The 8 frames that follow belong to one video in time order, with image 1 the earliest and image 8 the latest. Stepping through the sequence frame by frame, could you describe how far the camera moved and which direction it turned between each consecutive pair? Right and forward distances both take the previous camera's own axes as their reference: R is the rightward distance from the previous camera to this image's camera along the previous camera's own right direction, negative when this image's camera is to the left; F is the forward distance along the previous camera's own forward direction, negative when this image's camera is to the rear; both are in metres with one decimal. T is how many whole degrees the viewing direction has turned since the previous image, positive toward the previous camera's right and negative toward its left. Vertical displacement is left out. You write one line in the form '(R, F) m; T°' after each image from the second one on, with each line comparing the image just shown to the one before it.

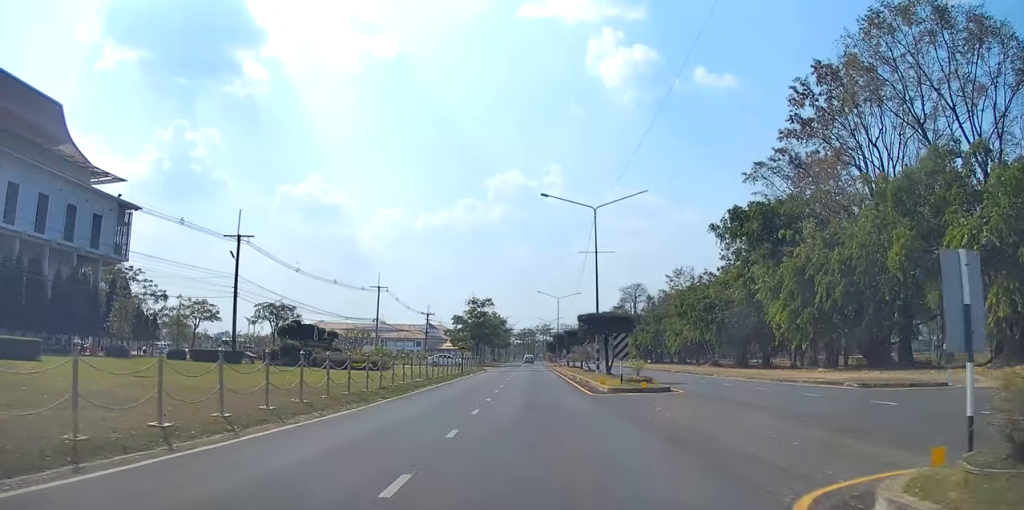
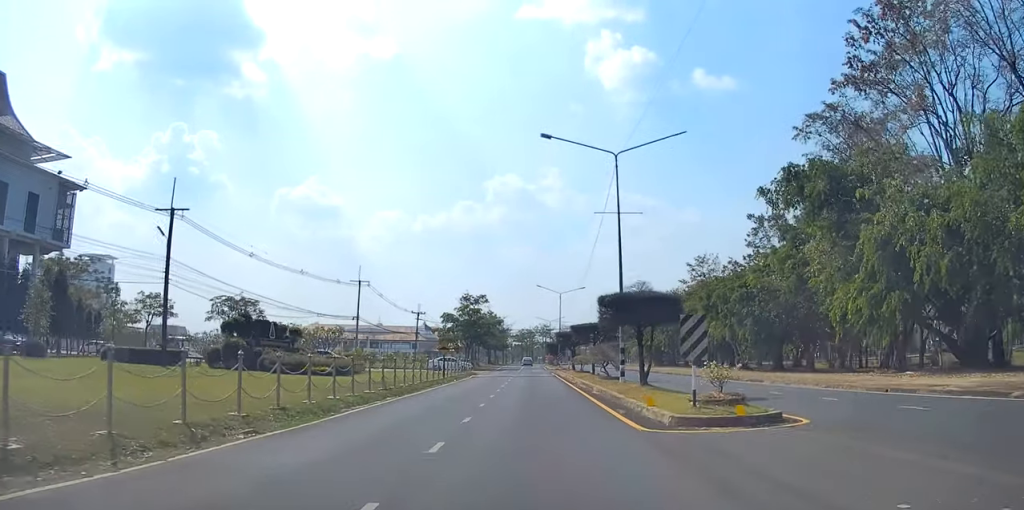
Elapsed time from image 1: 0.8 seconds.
(0.0, +9.4) m; 0°
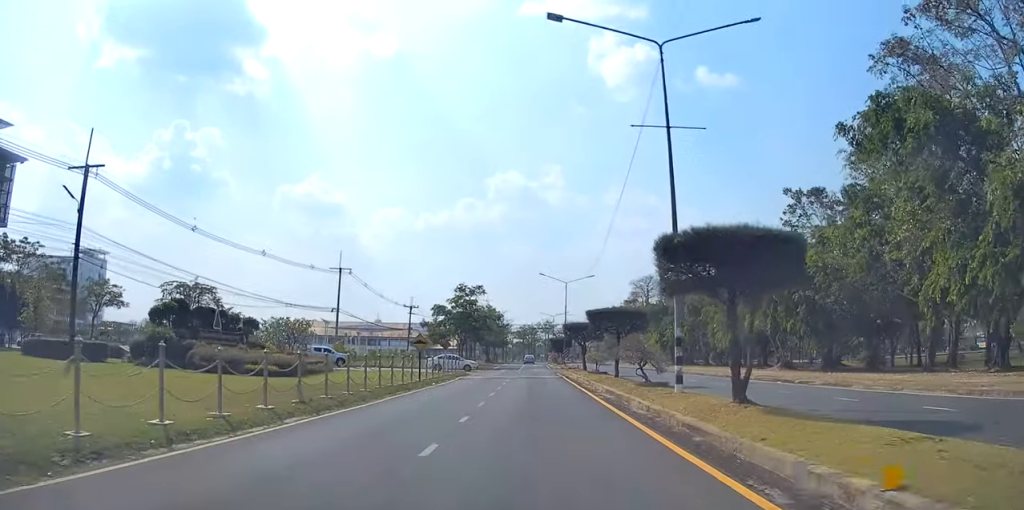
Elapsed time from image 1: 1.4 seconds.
(+0.1, +8.2) m; +1°
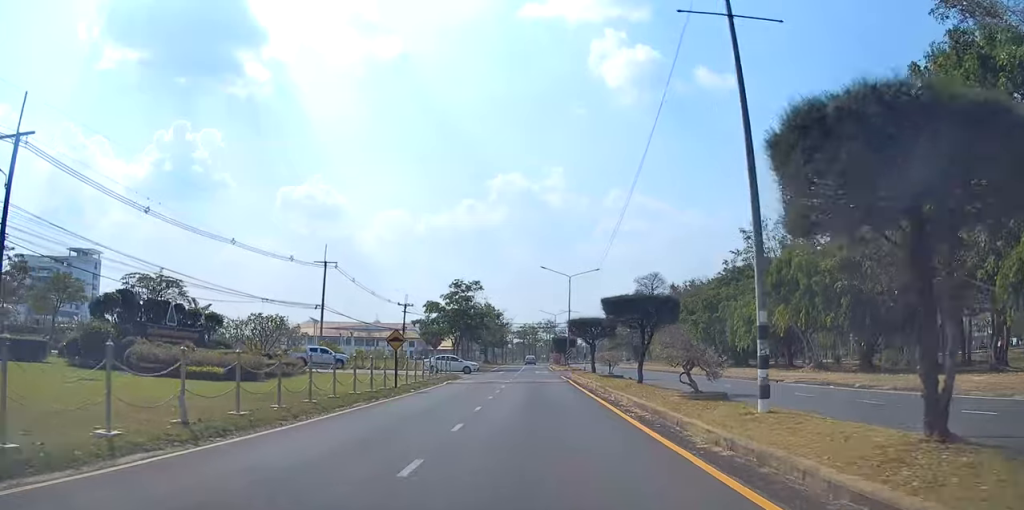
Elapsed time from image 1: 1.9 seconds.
(0.0, +5.1) m; 0°
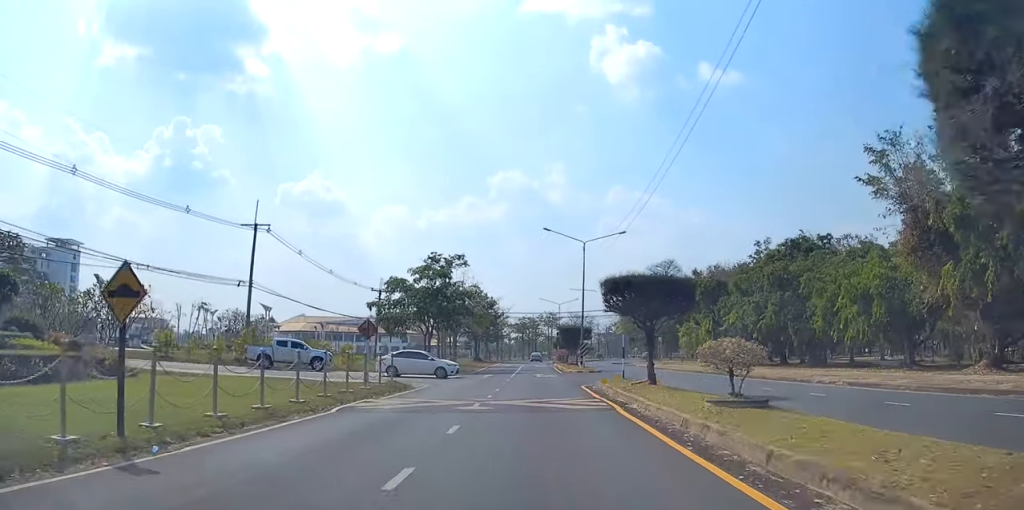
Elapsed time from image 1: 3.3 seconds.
(0.0, +17.5) m; -1°
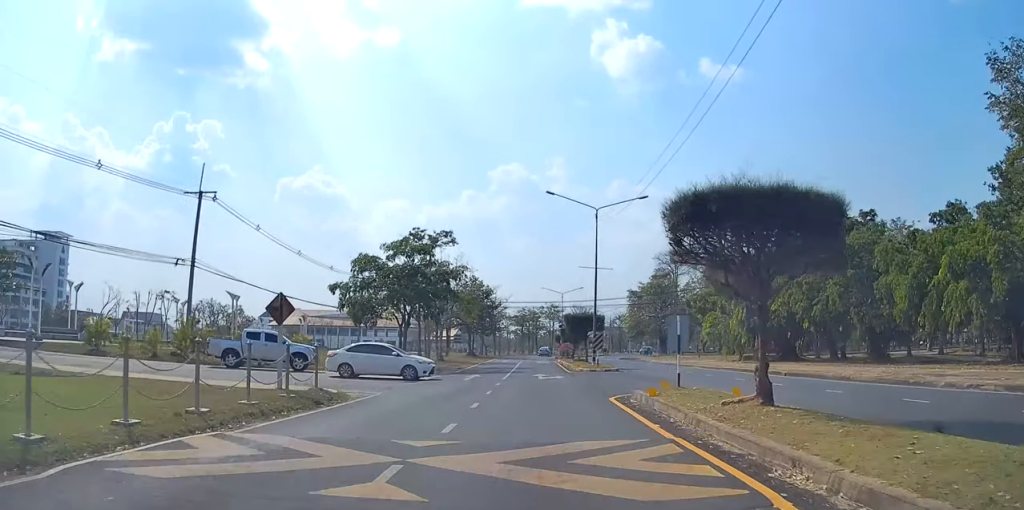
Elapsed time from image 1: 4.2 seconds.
(-0.1, +9.4) m; 0°
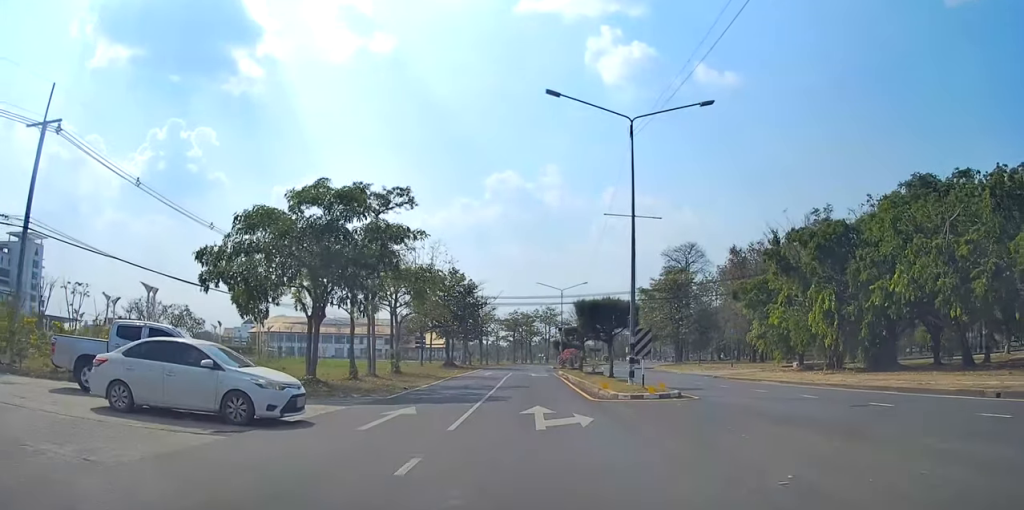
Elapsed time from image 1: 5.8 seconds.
(+0.1, +15.7) m; 0°
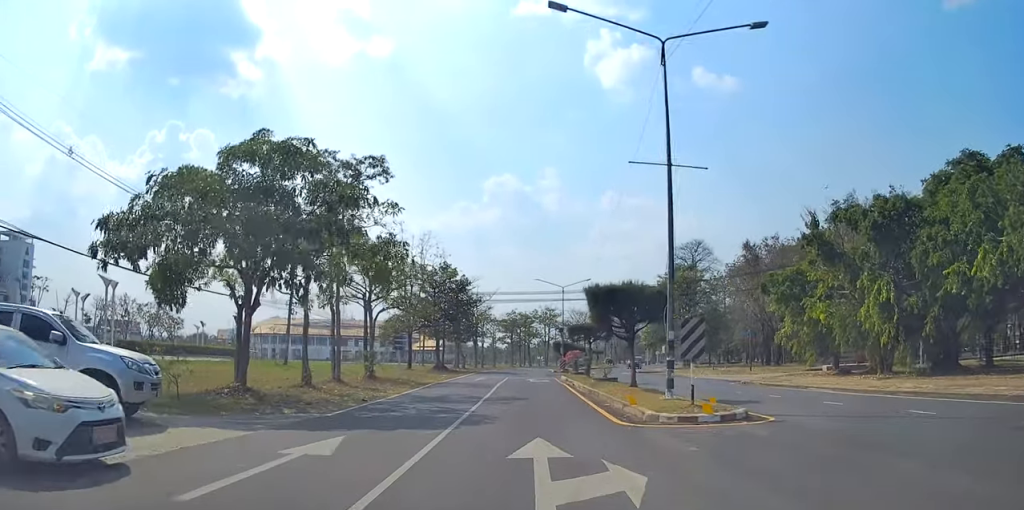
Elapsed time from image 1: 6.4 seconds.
(0.0, +5.7) m; 0°
